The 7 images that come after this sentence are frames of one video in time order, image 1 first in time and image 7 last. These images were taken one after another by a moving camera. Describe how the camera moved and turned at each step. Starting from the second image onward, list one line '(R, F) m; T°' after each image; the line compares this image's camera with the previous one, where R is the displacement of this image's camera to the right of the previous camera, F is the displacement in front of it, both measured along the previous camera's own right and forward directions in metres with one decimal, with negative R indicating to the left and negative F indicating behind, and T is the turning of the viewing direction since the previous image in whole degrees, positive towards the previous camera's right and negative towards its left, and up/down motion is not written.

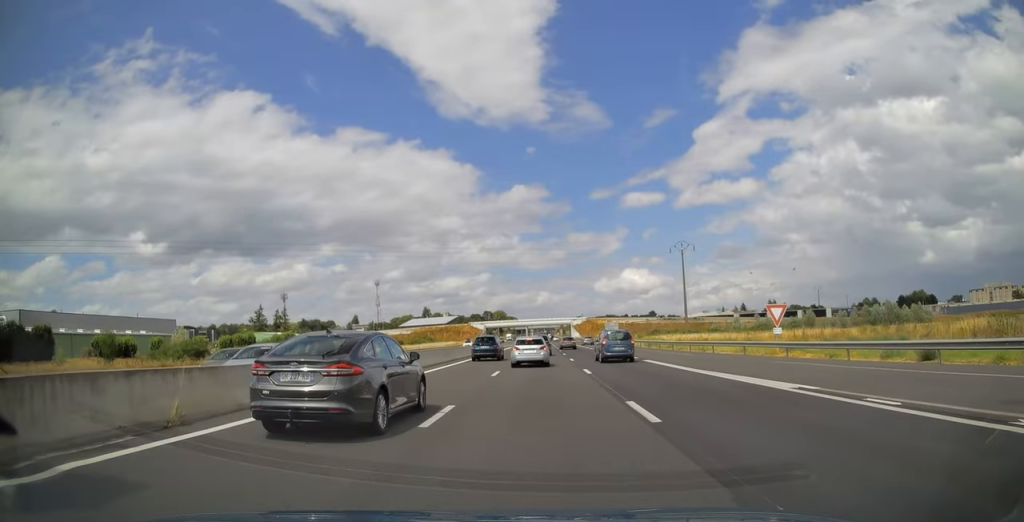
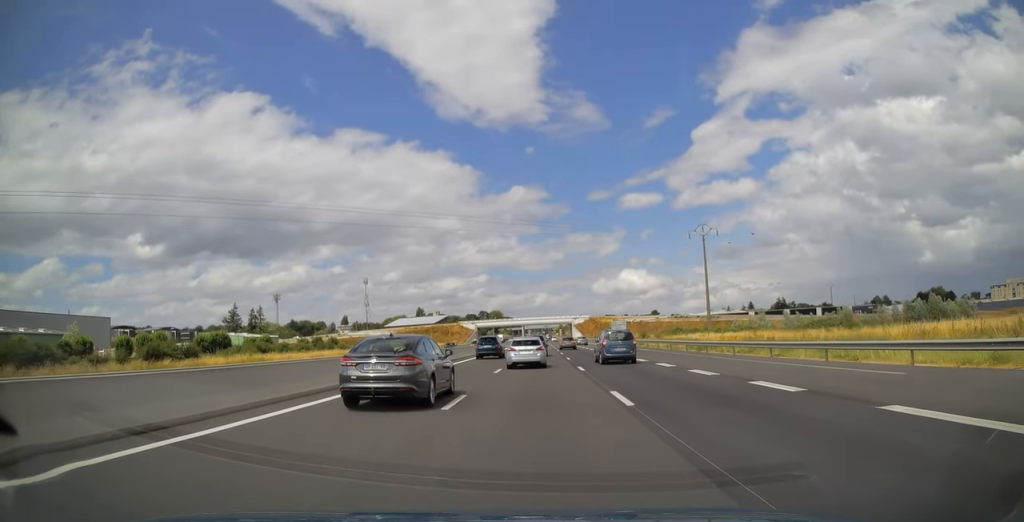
(0.0, +23.7) m; 0°
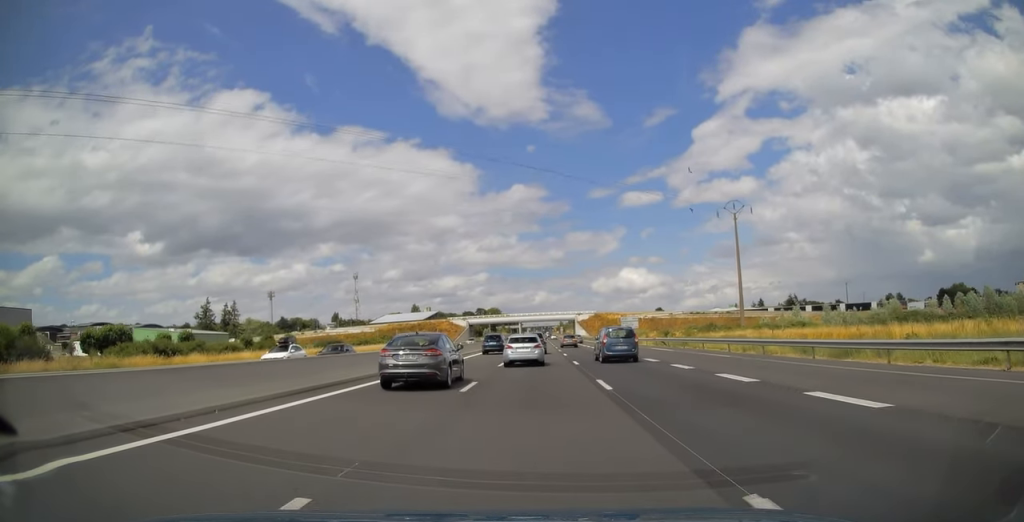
(-0.1, +23.0) m; 0°
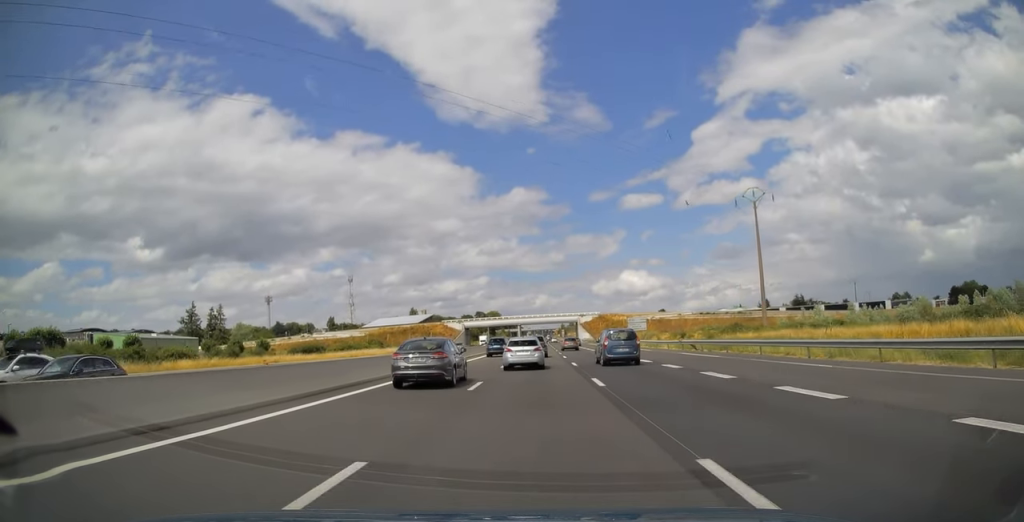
(+0.1, +11.4) m; 0°
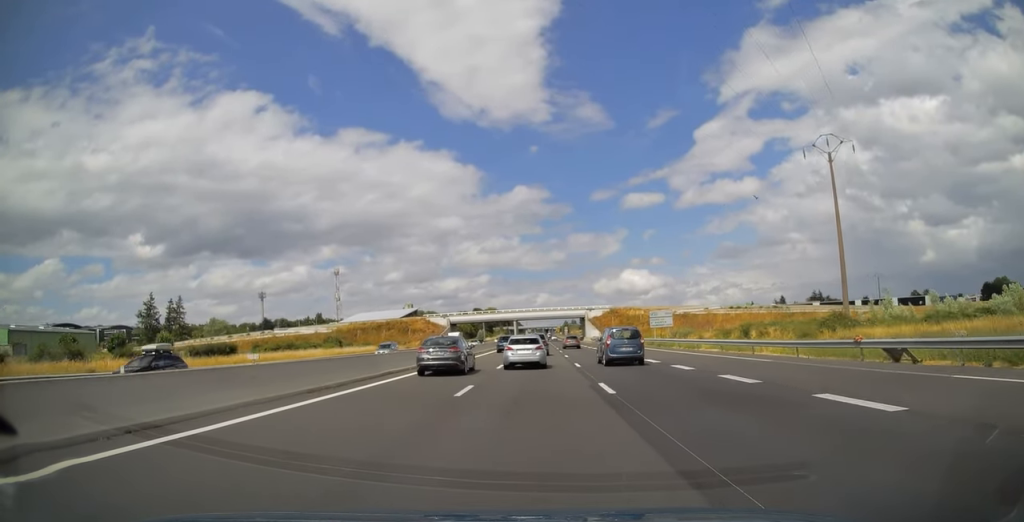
(+0.1, +28.7) m; 0°
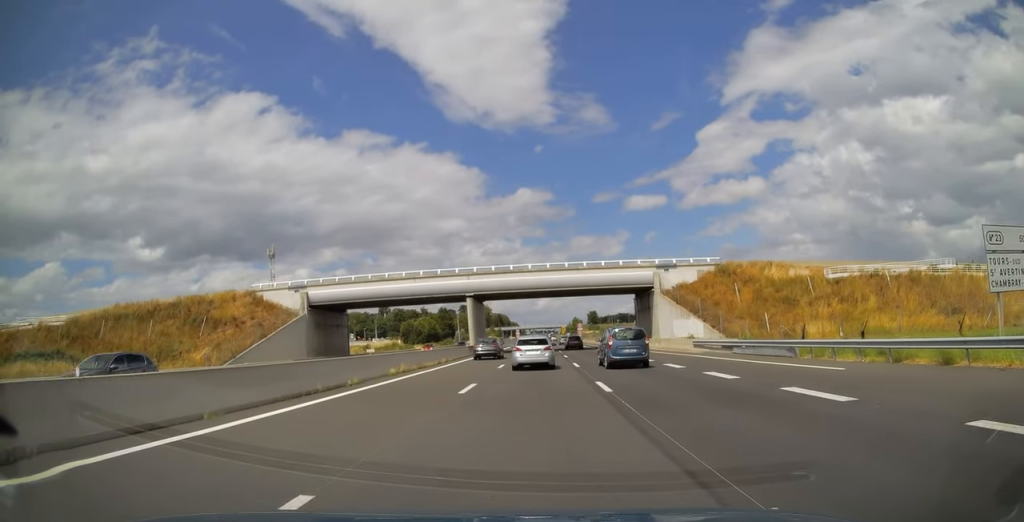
(-0.1, +92.0) m; 0°
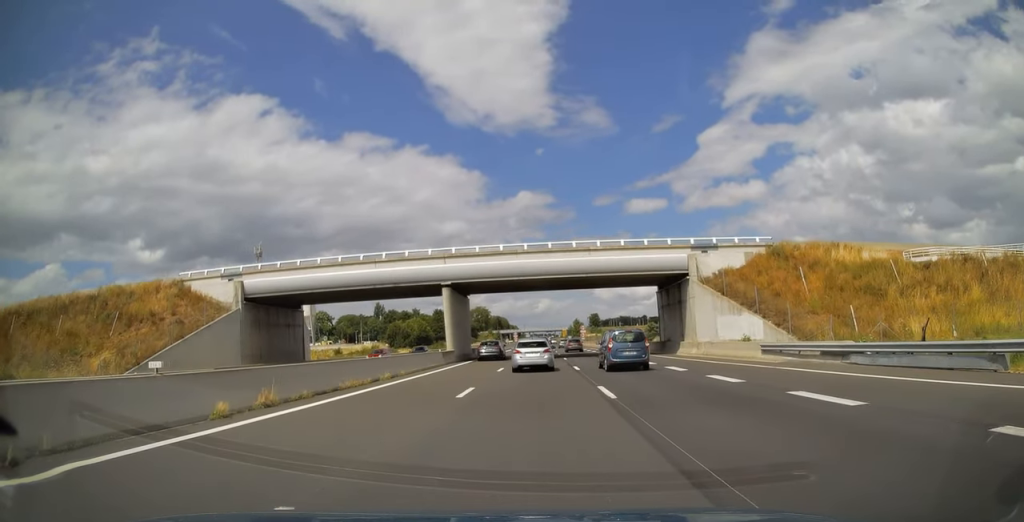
(0.0, +14.0) m; 0°
